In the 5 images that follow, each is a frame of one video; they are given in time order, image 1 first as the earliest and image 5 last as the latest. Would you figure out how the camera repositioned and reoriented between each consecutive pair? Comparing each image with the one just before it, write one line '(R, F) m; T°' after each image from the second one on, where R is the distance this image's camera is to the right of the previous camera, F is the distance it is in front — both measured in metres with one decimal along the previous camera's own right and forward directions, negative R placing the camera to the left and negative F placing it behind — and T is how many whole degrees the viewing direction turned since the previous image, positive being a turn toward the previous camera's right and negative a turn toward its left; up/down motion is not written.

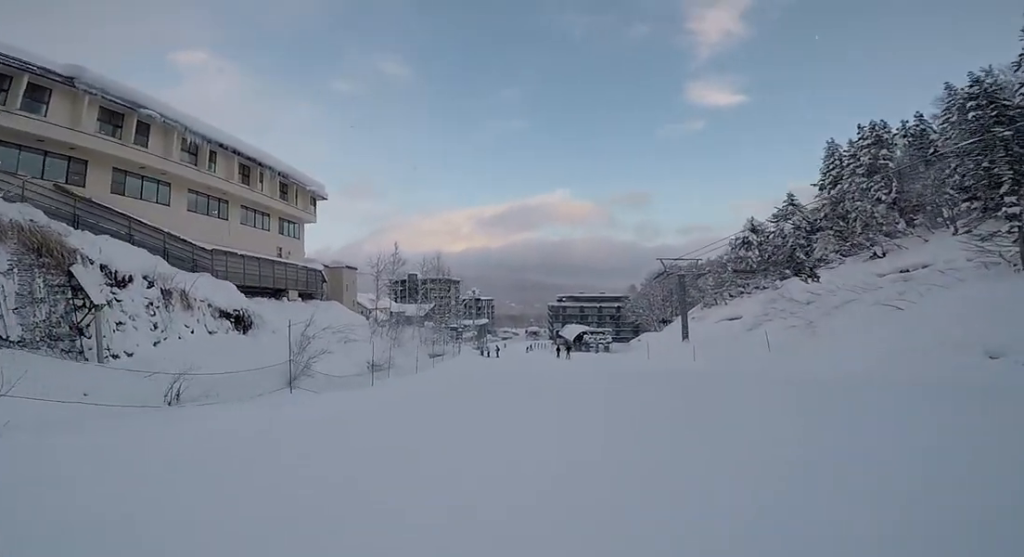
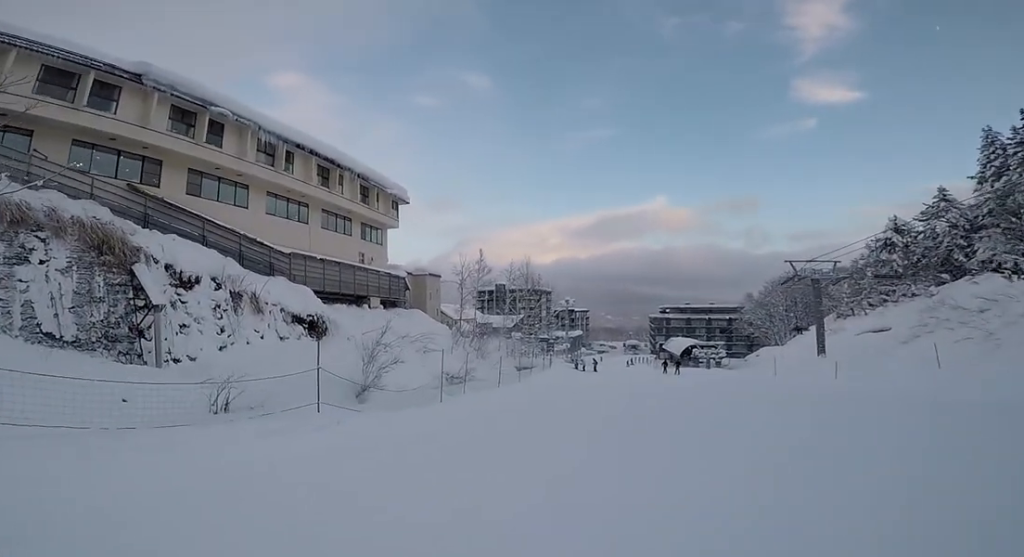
(0.0, +3.4) m; 0°
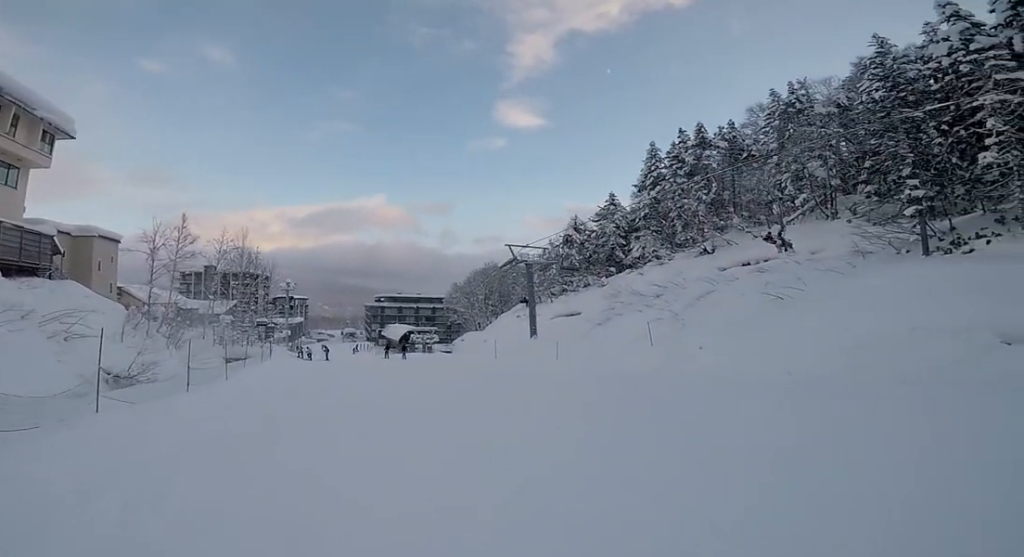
(+0.4, +9.0) m; +12°
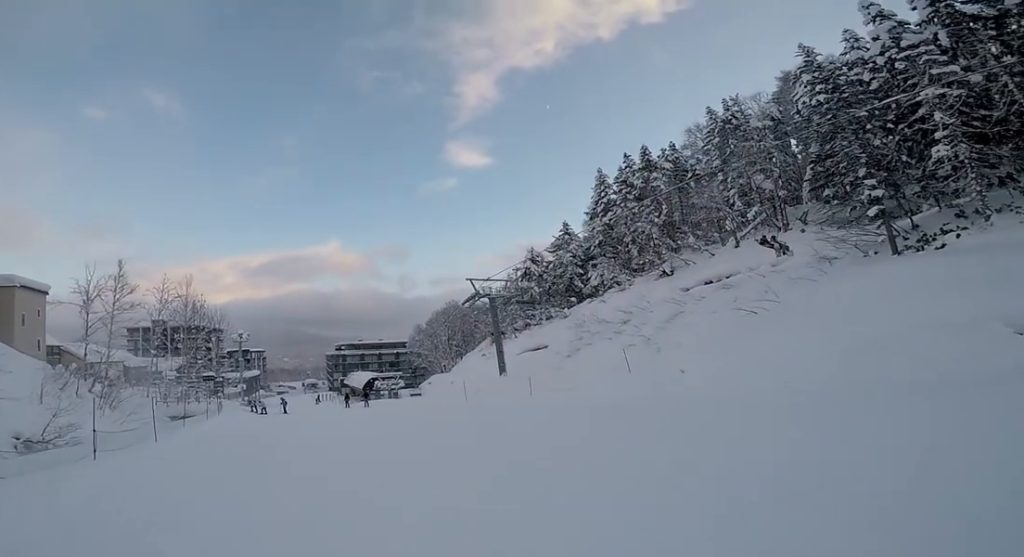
(+0.4, +2.7) m; +4°
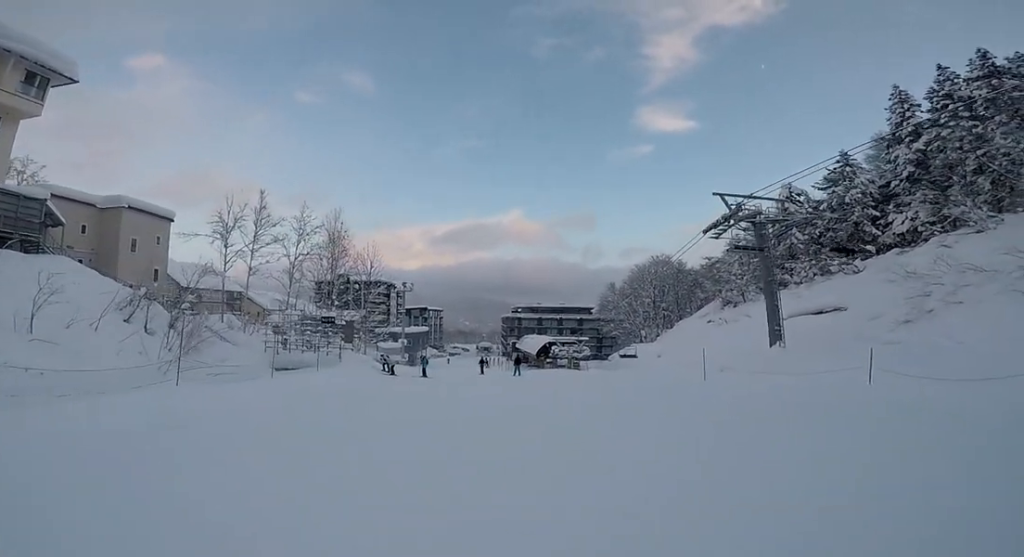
(-1.0, +14.4) m; -5°
